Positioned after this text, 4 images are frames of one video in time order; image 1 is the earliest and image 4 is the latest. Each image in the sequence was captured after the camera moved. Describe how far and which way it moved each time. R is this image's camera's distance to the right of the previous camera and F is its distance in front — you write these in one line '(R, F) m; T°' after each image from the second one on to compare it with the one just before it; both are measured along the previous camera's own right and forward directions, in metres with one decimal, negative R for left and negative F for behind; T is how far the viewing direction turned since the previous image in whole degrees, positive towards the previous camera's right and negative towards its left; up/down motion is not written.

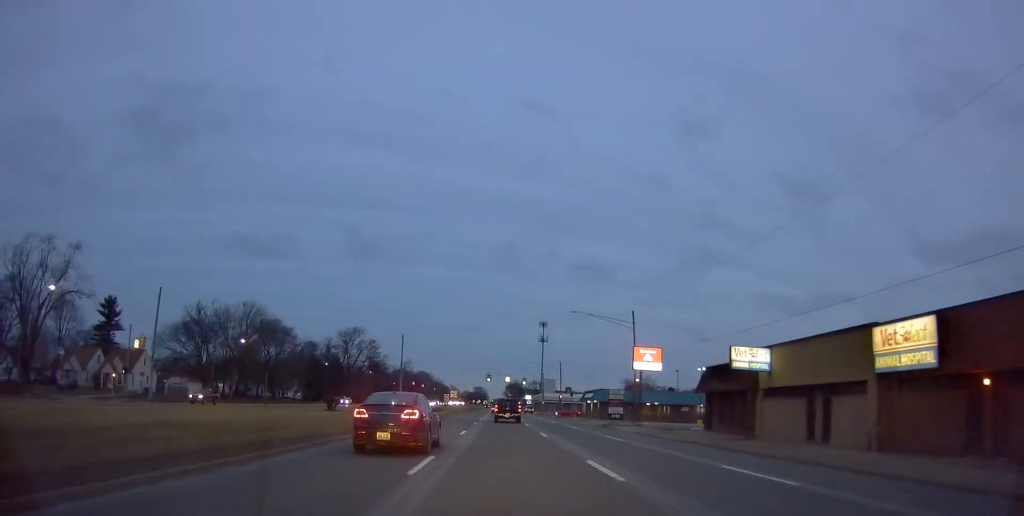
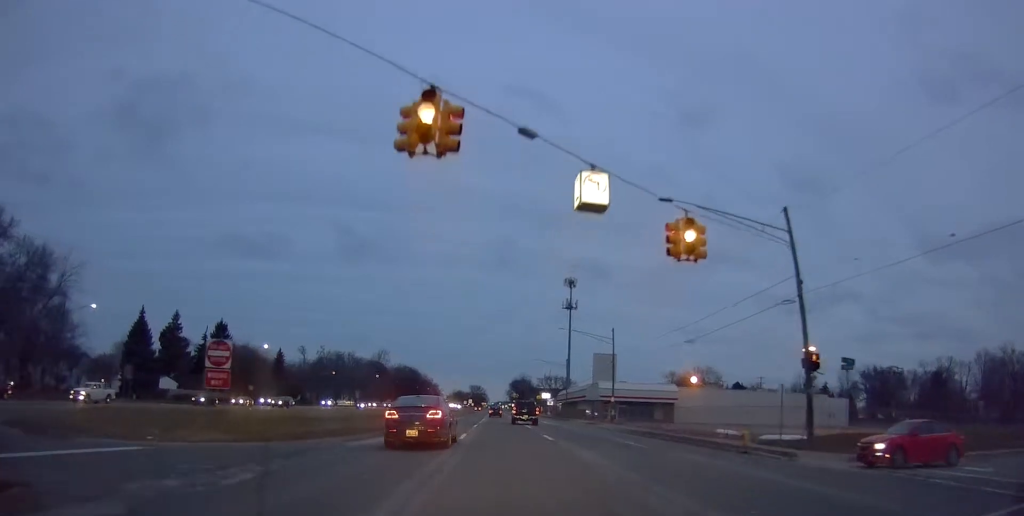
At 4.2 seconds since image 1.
(+0.5, +92.7) m; +2°
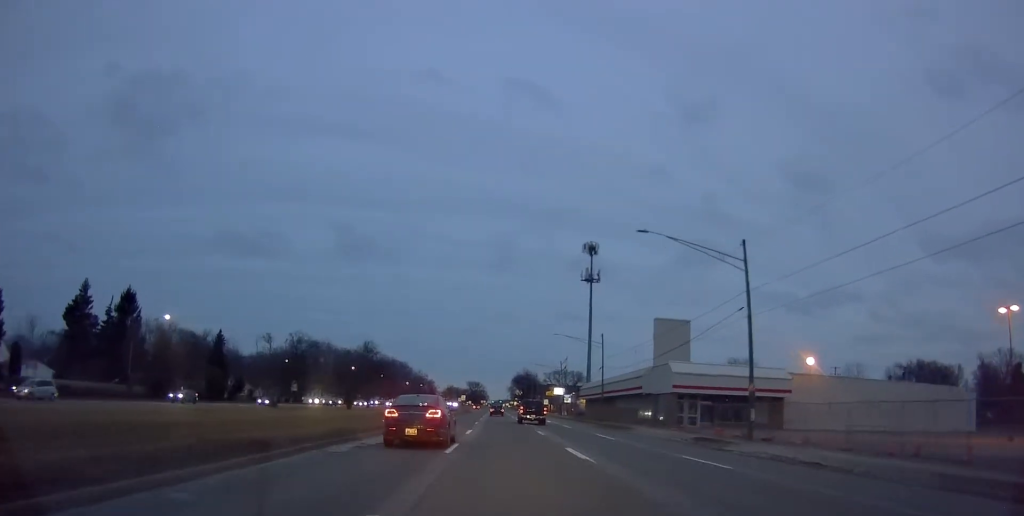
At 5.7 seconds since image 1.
(-0.5, +35.3) m; -1°
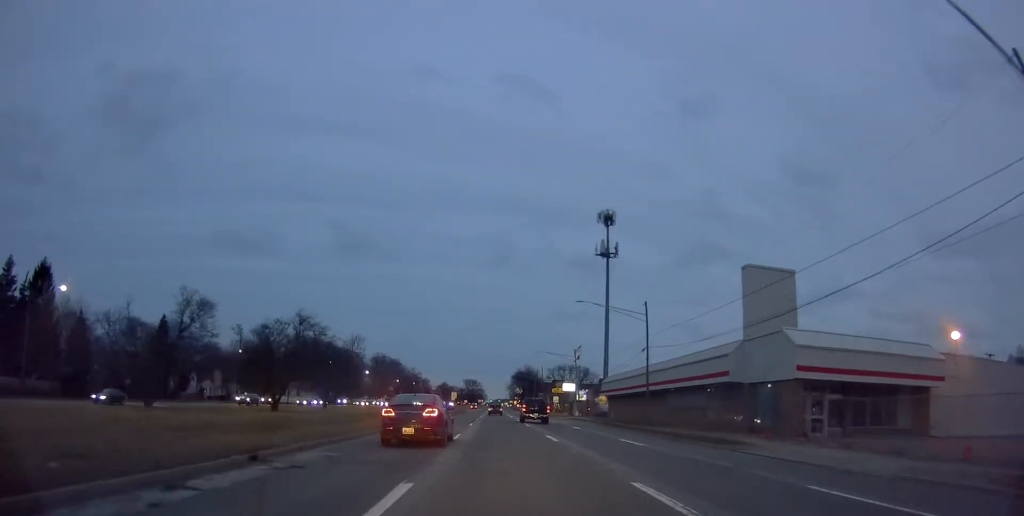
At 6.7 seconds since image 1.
(+0.4, +22.0) m; -1°
